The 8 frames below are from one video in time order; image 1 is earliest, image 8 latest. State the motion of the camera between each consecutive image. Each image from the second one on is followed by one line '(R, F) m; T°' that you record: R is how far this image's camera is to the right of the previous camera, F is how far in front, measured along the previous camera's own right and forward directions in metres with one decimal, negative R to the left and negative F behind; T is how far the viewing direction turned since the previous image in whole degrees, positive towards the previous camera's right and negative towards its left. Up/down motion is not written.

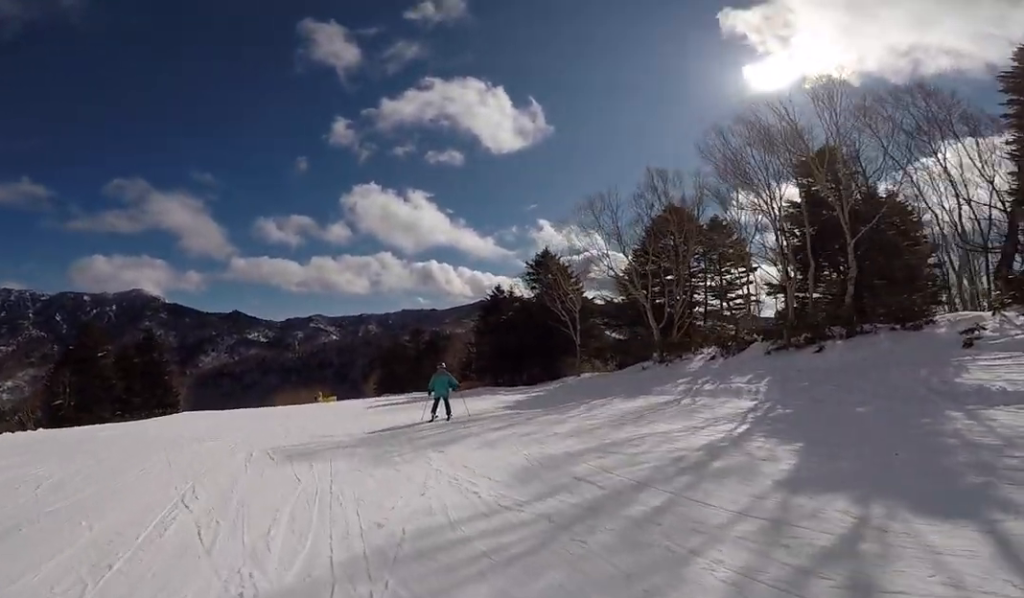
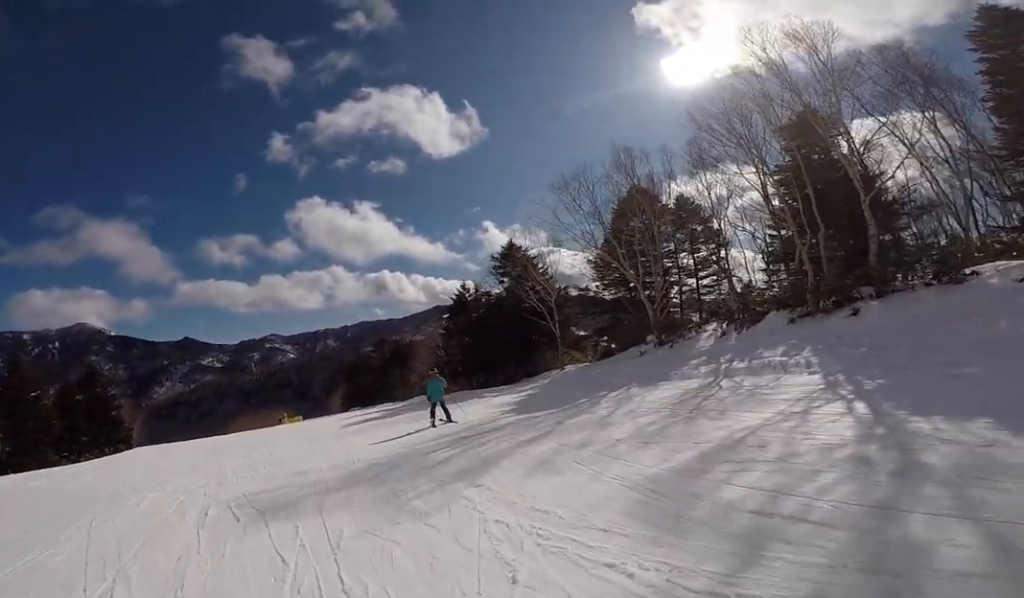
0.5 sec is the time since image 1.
(0.0, +2.7) m; +4°
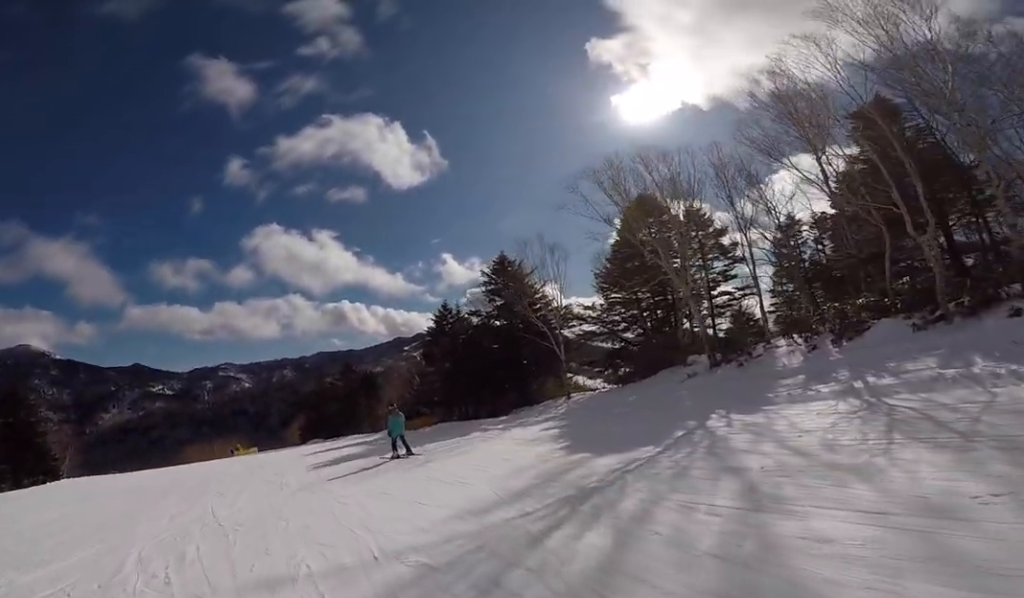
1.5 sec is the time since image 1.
(+0.4, +4.9) m; +4°
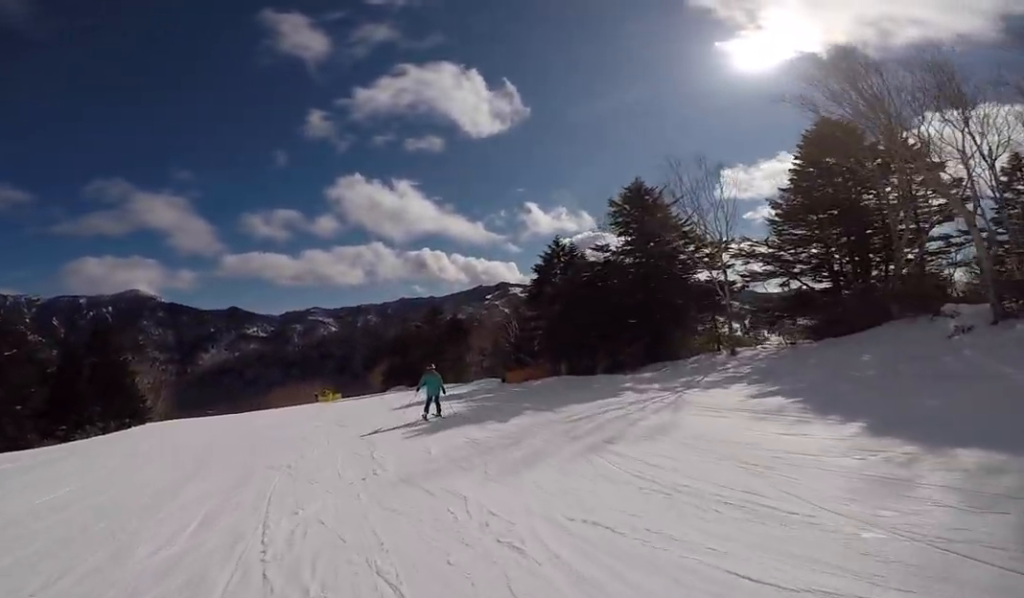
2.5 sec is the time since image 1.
(-0.1, +4.5) m; -9°
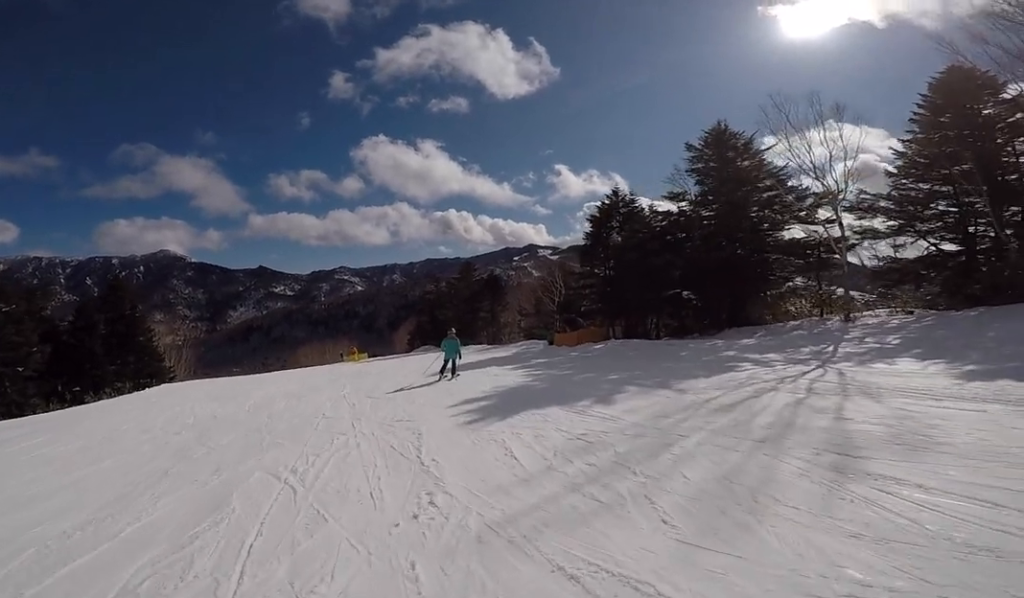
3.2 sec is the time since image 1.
(-0.3, +3.2) m; -8°
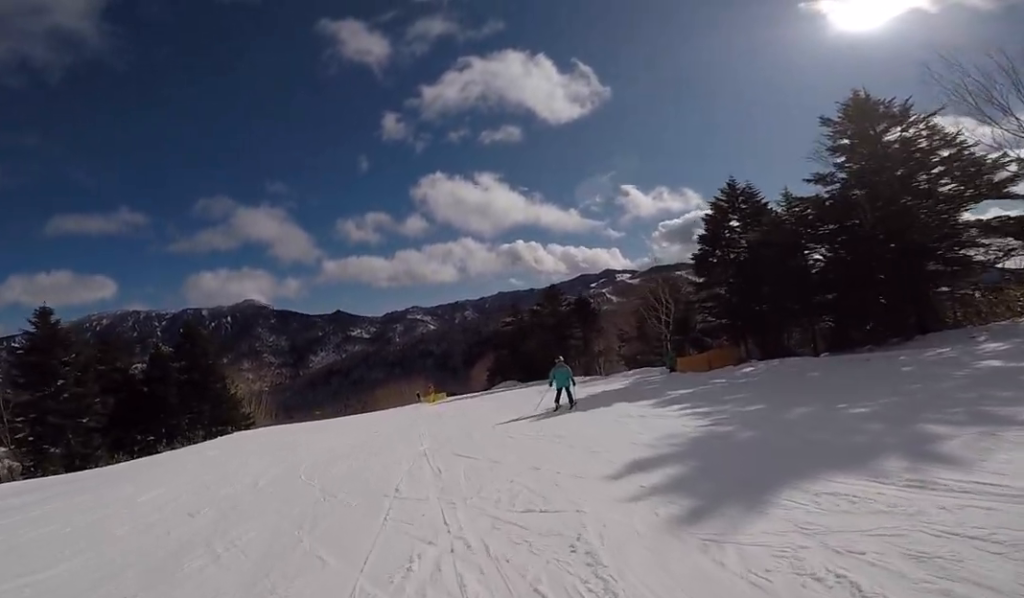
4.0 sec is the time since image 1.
(-0.5, +3.3) m; +1°
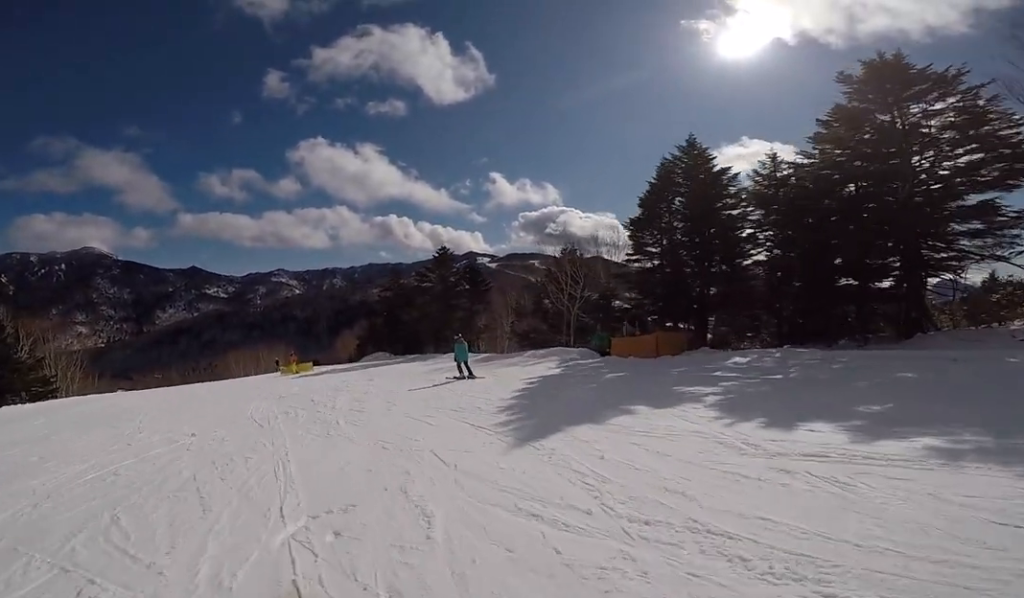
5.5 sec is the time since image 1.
(+1.6, +6.7) m; +16°
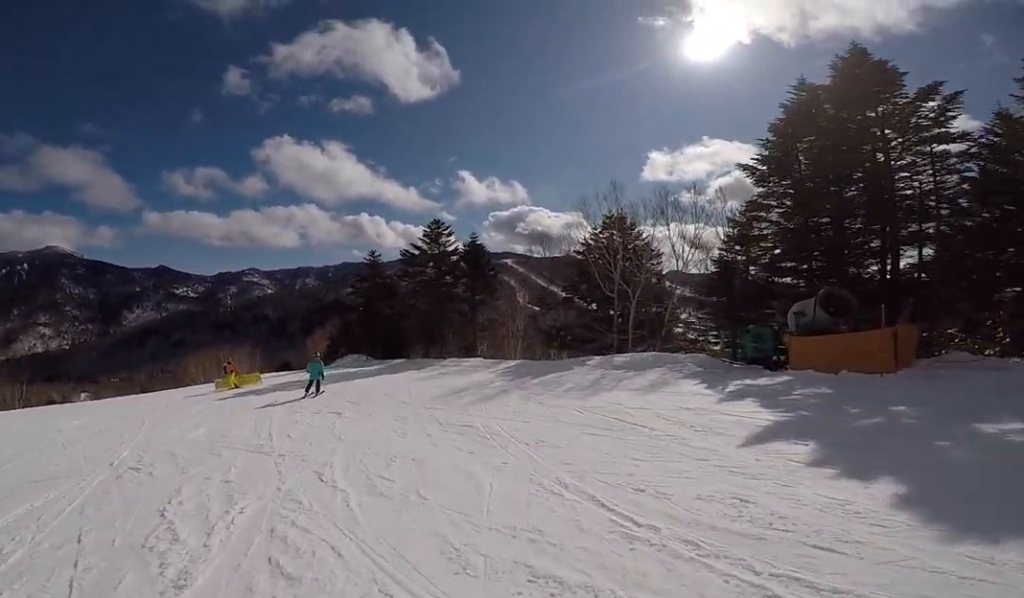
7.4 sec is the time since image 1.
(+0.9, +9.9) m; +12°
